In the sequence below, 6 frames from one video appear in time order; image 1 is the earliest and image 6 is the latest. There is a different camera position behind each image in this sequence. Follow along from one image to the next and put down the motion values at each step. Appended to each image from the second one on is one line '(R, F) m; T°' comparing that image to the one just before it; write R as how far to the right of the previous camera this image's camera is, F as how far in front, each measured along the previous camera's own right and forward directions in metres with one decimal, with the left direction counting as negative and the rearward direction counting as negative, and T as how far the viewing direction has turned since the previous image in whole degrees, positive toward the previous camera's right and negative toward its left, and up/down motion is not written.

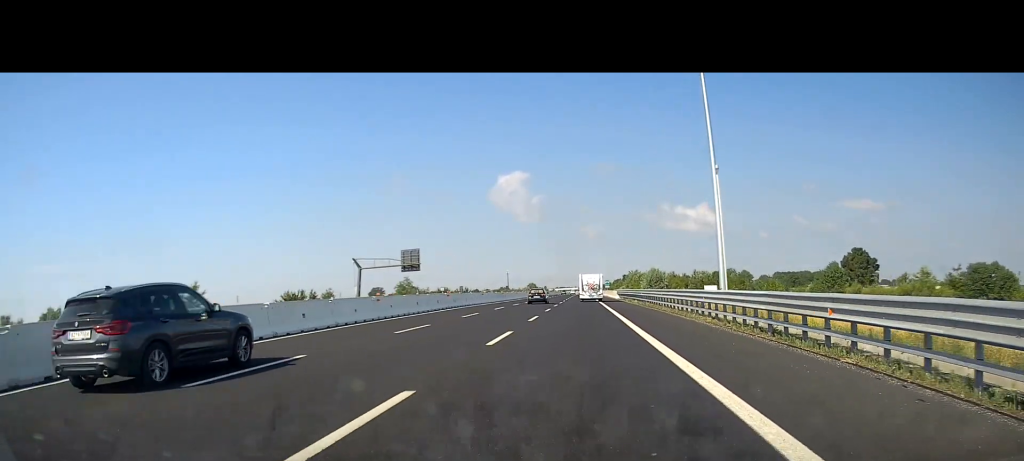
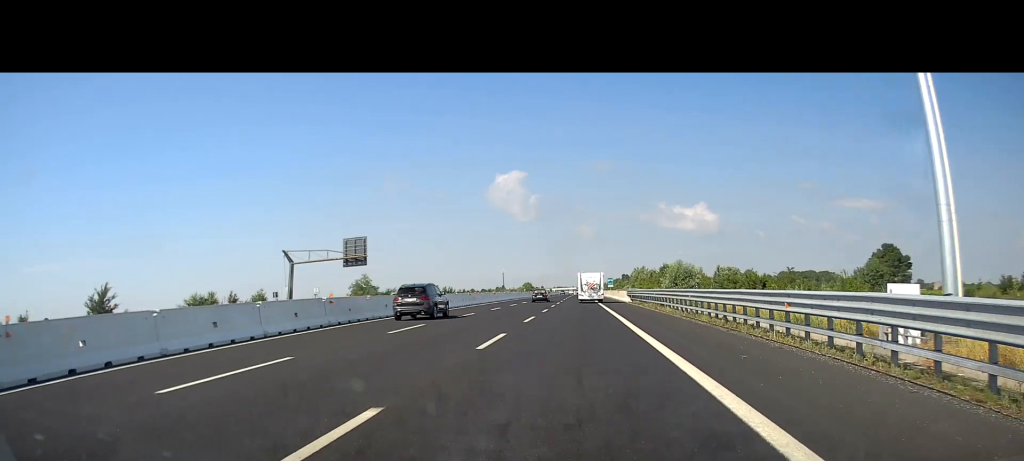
(+0.2, +24.0) m; 0°
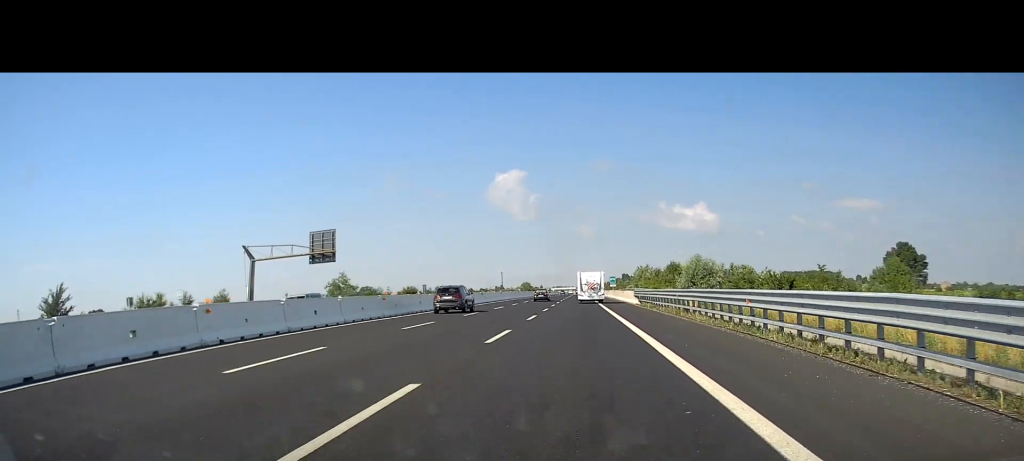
(+0.1, +9.7) m; 0°
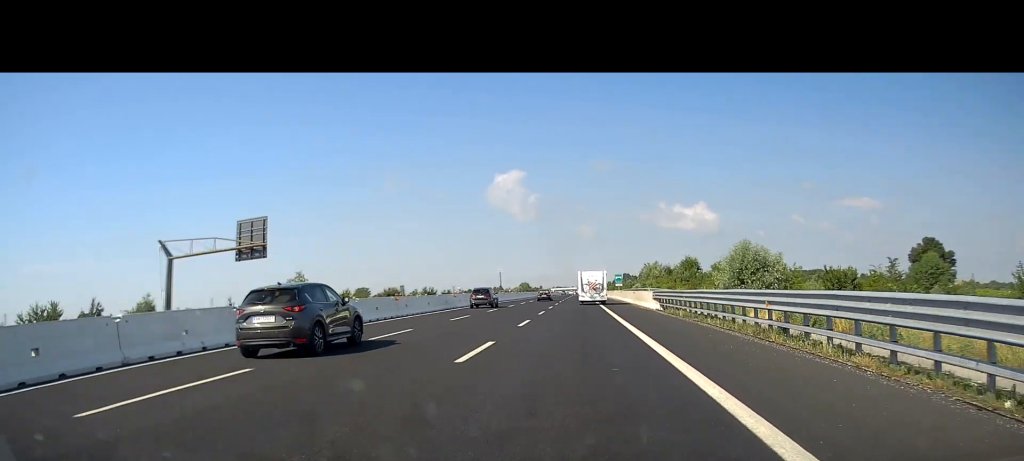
(-0.3, +15.0) m; -1°
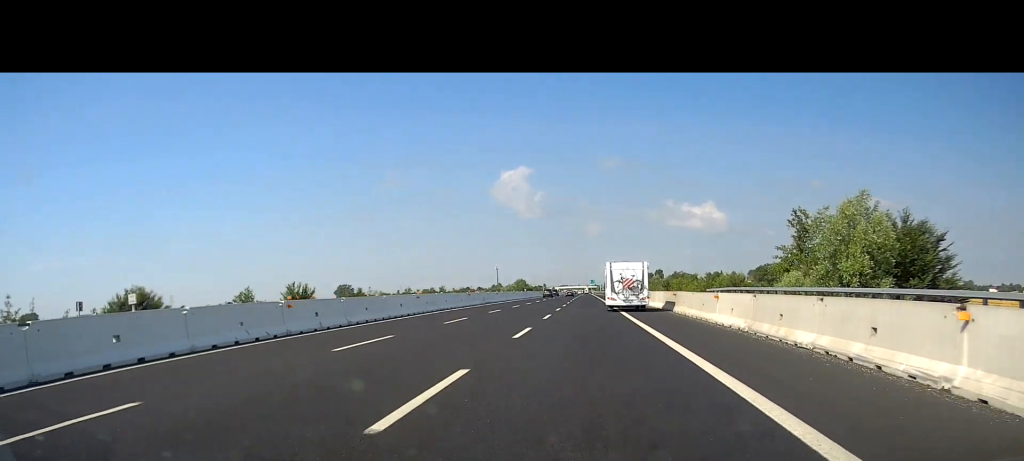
(-0.7, +86.7) m; -1°
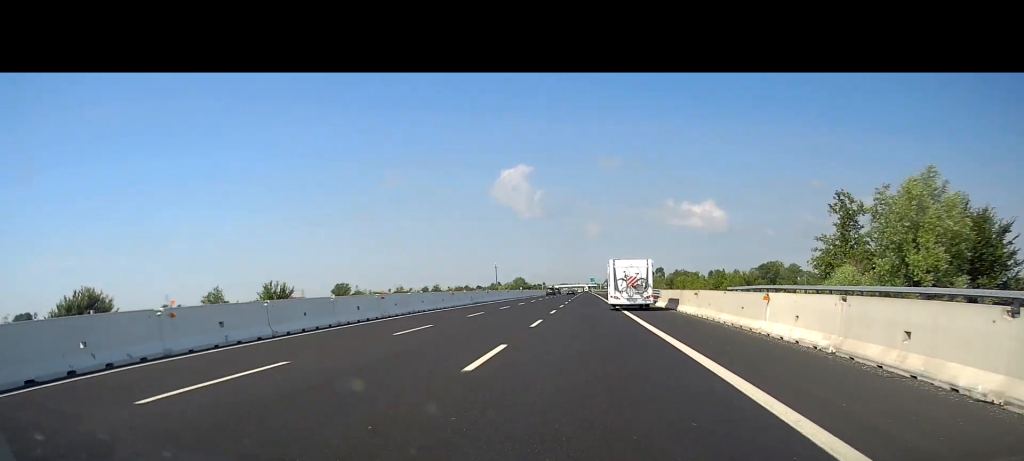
(-0.1, +7.3) m; 0°
